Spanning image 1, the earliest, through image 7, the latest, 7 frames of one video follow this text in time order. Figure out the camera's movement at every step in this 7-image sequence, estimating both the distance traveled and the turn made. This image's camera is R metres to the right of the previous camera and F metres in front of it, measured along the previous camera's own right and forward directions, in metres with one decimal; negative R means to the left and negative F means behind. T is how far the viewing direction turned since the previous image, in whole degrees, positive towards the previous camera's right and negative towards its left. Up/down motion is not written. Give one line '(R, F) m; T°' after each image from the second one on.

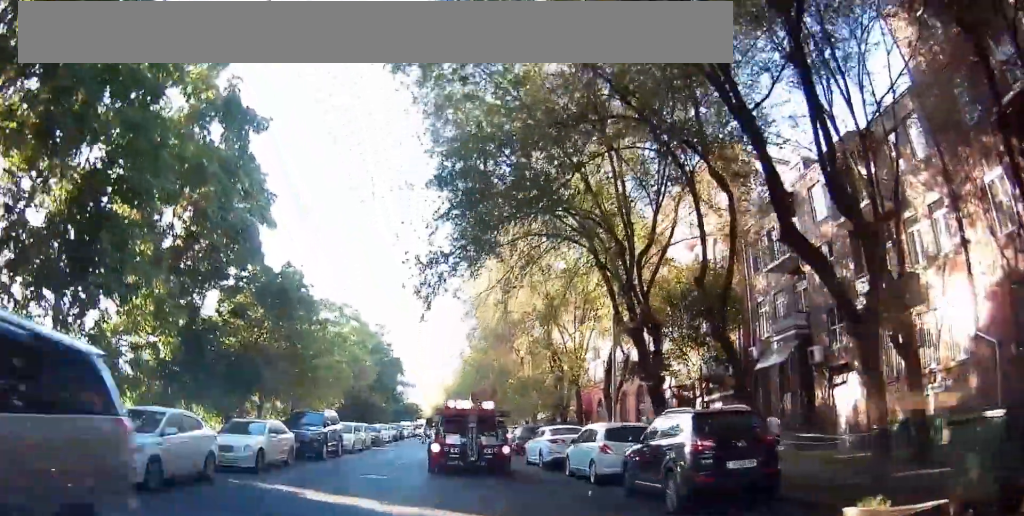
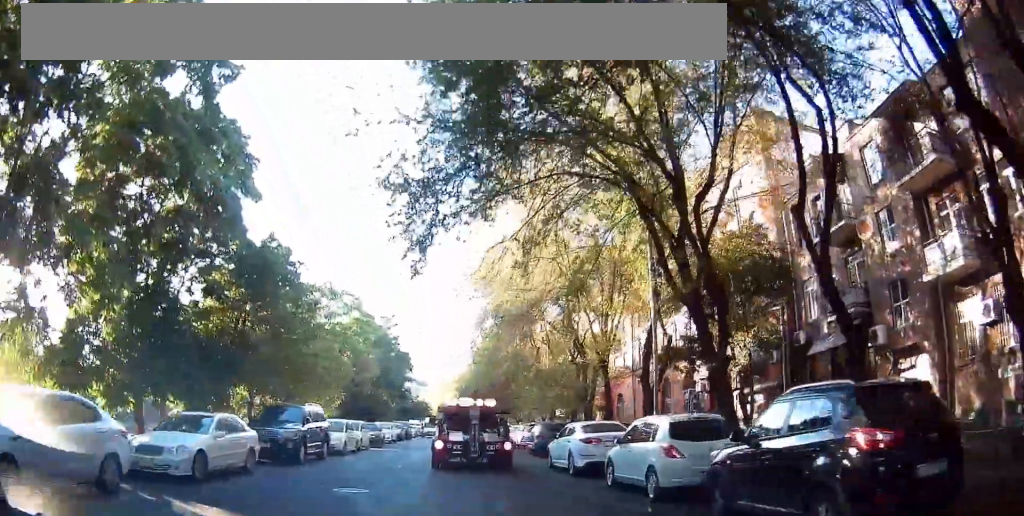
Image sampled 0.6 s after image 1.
(-0.1, +3.1) m; -2°
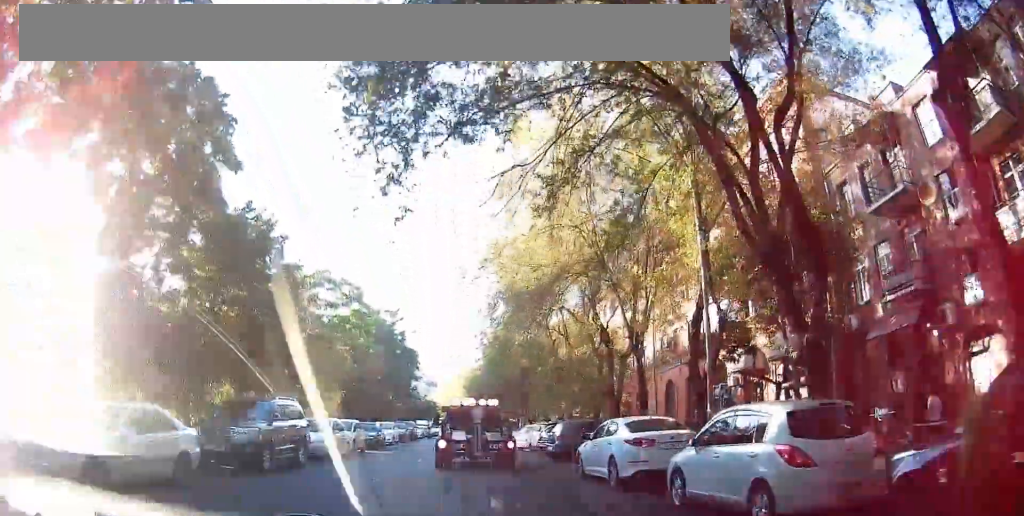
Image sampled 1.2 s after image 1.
(-0.1, +3.3) m; 0°
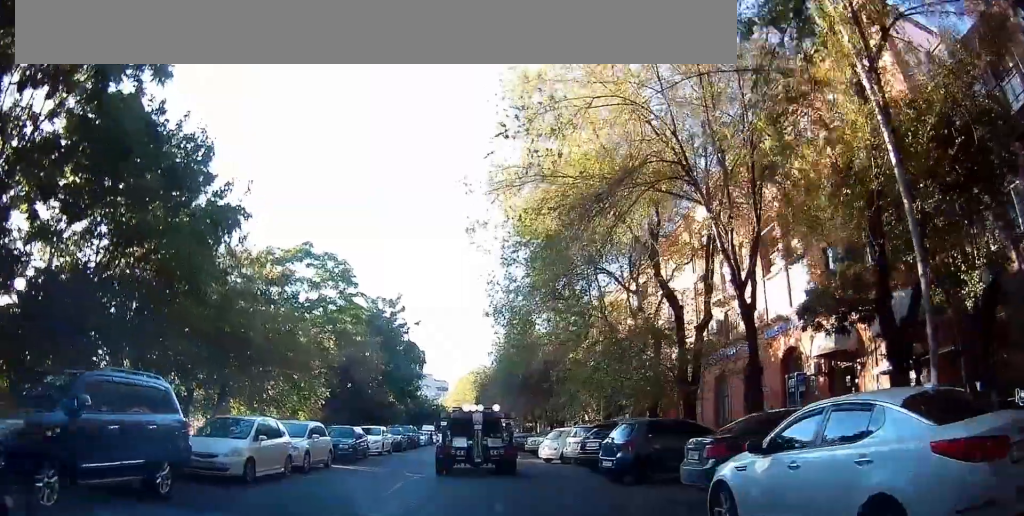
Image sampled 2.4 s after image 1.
(+0.2, +8.3) m; +4°
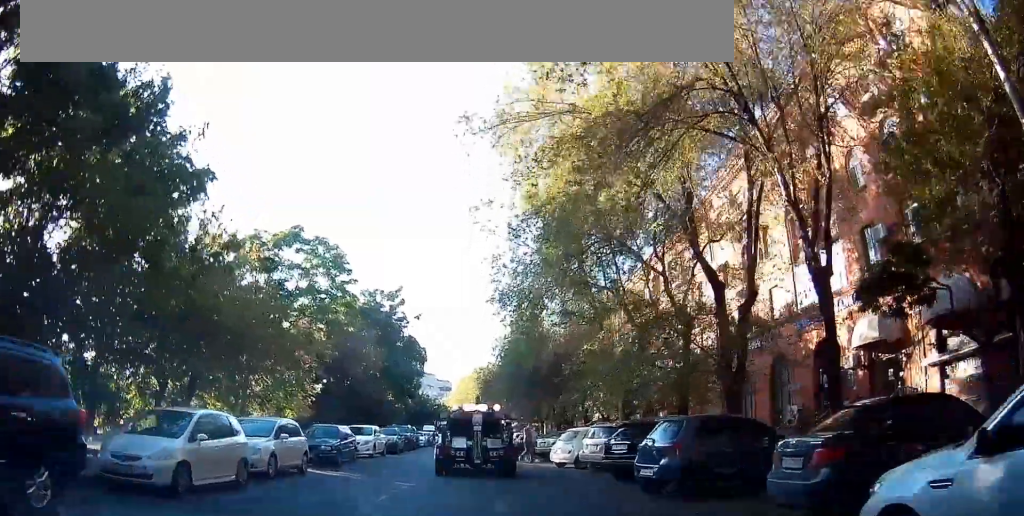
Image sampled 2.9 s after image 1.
(+0.1, +3.4) m; +1°
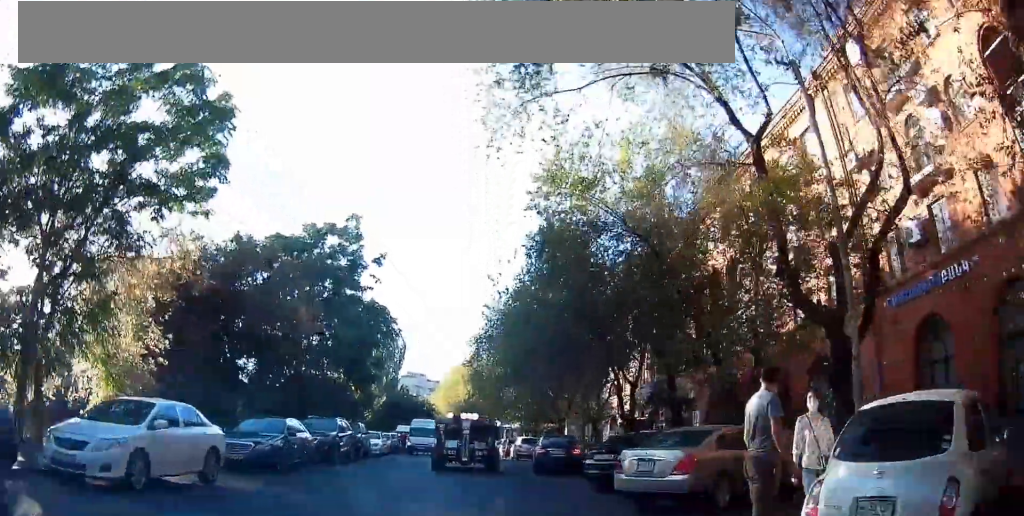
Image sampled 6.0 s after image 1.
(-0.4, +17.9) m; -3°
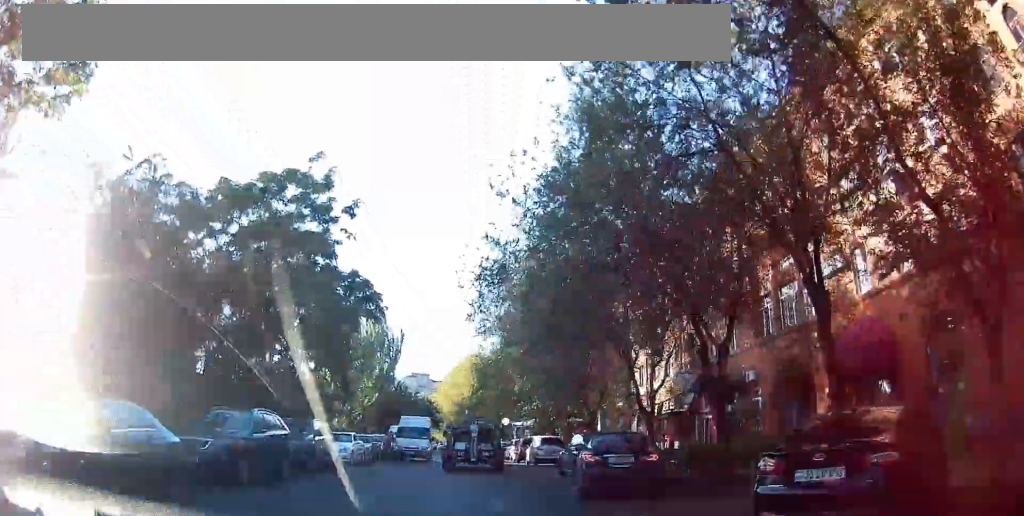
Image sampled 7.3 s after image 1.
(+0.4, +8.7) m; +4°
